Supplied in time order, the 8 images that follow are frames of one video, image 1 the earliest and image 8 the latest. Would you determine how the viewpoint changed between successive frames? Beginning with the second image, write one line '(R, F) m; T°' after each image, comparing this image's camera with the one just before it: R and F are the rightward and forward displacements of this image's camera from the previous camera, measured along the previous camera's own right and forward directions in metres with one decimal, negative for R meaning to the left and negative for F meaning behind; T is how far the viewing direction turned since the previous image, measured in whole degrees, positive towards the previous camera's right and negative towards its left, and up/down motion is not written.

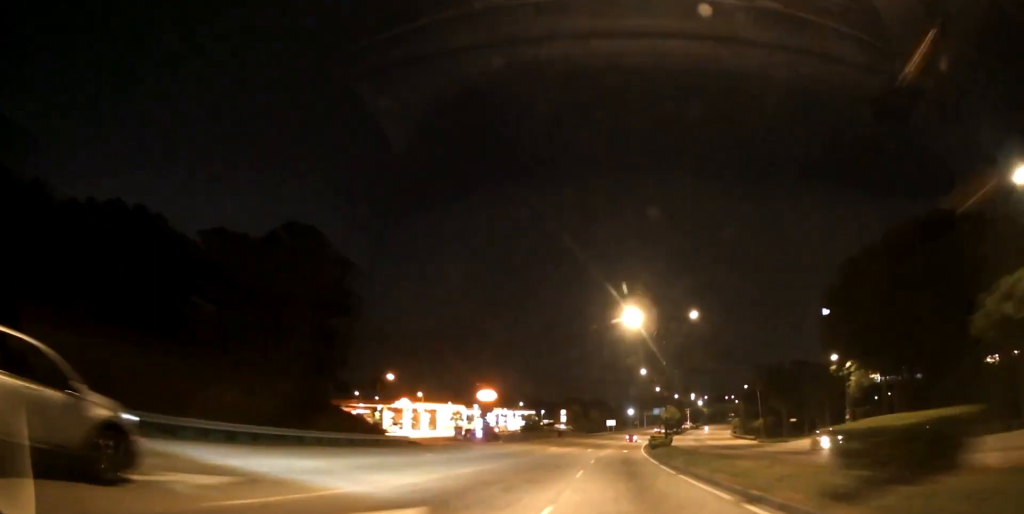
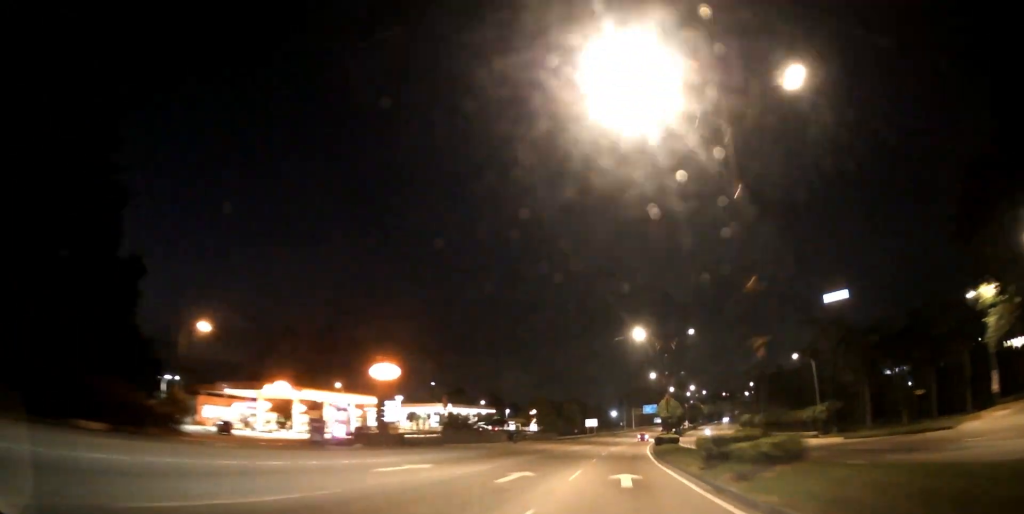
(+0.6, +37.1) m; +2°
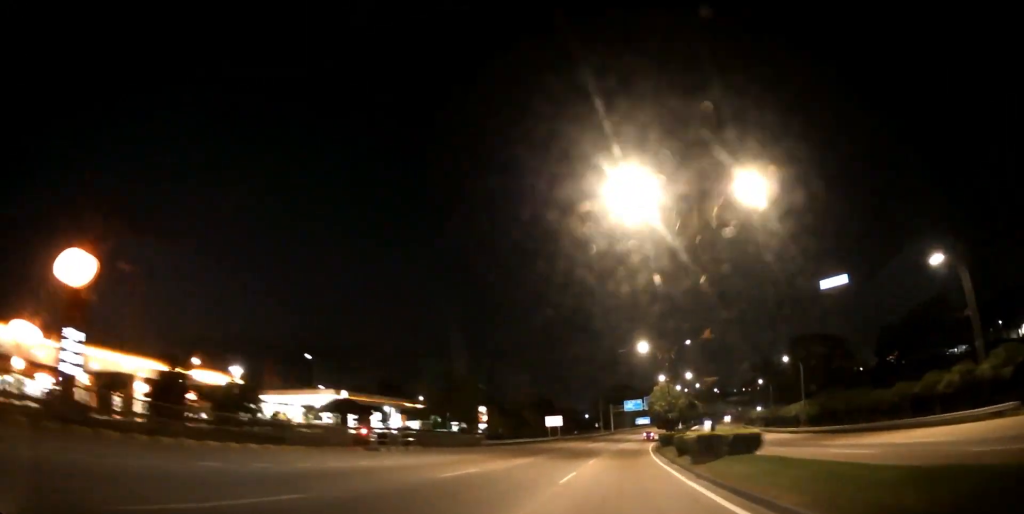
(+1.0, +36.8) m; +3°
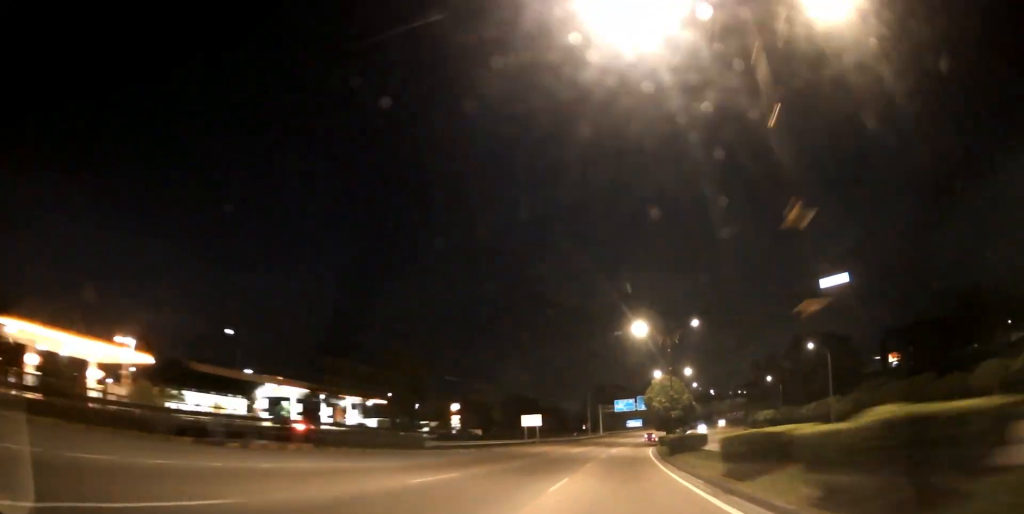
(0.0, +14.5) m; +1°
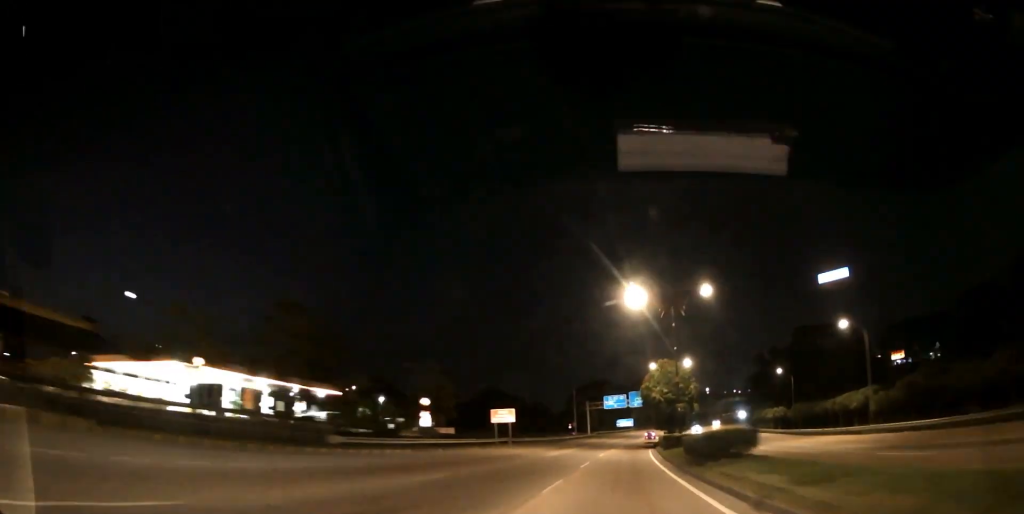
(+0.3, +12.7) m; +1°
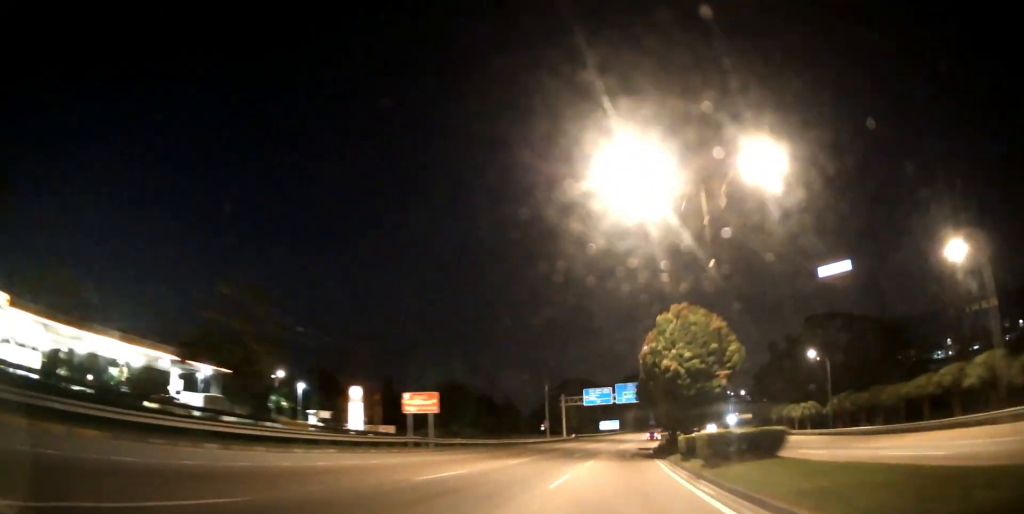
(+0.3, +23.6) m; +1°
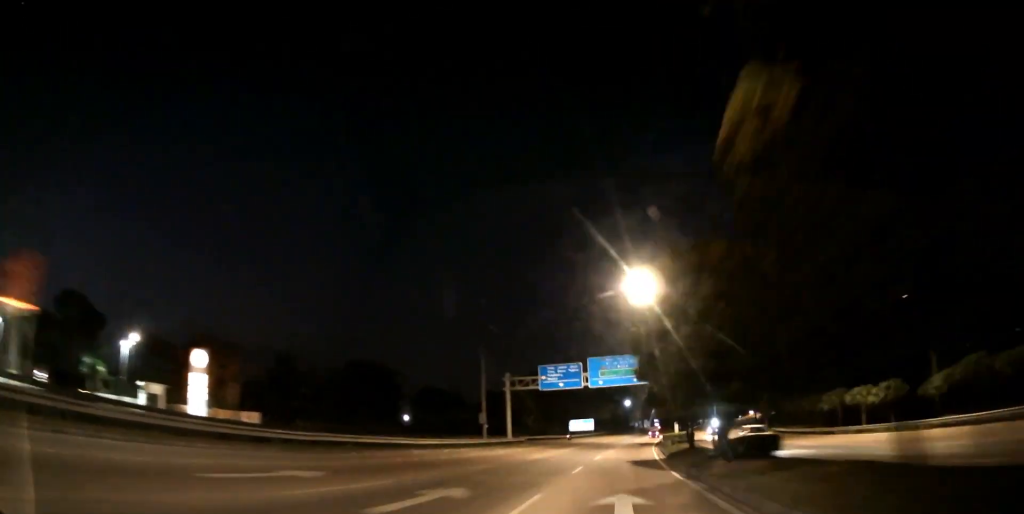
(+0.3, +30.0) m; +2°
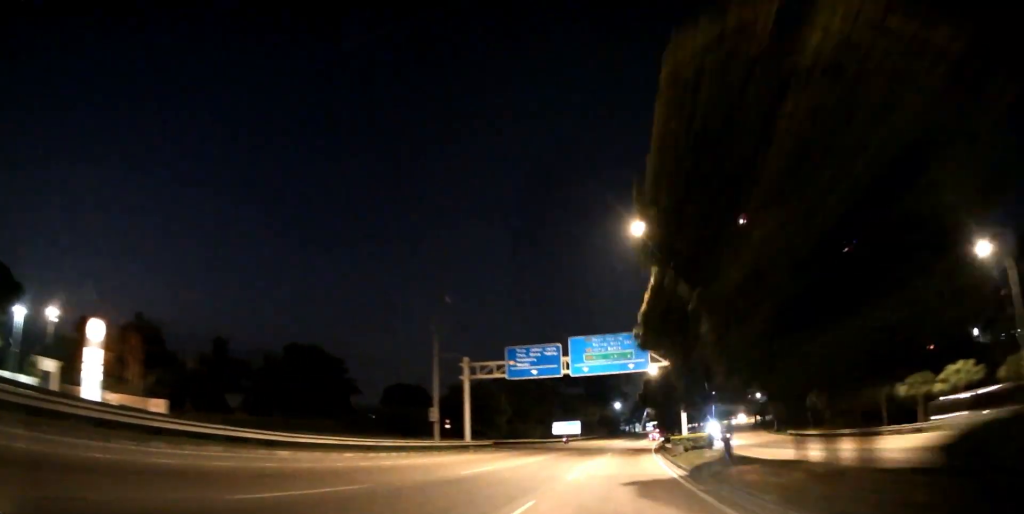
(0.0, +13.2) m; +1°
